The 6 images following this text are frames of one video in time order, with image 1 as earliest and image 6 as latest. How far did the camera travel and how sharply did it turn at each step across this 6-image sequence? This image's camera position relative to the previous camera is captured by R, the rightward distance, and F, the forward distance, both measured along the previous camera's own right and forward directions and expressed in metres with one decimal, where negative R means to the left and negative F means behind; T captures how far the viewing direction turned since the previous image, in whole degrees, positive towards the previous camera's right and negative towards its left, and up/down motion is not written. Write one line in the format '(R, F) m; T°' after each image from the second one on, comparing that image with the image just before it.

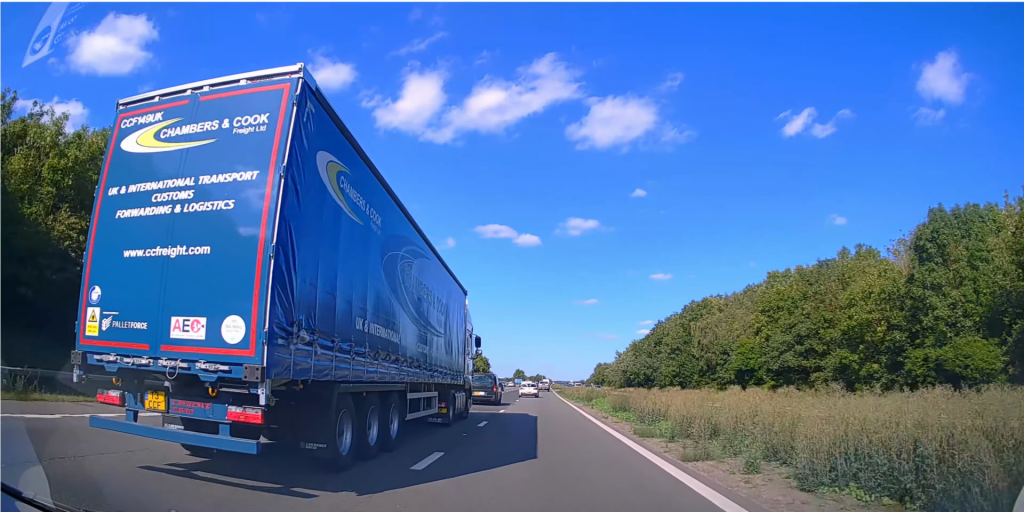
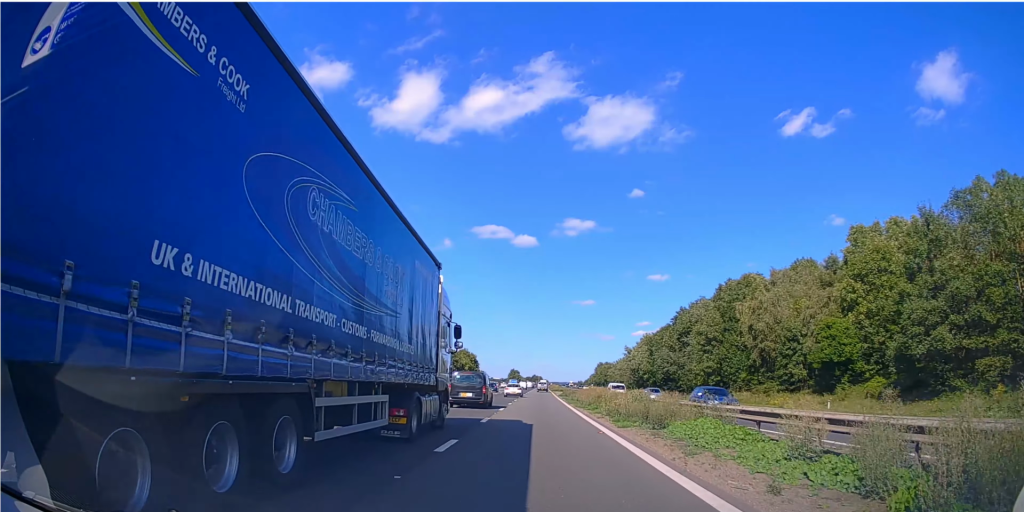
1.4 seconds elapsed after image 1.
(+0.1, +25.1) m; +1°
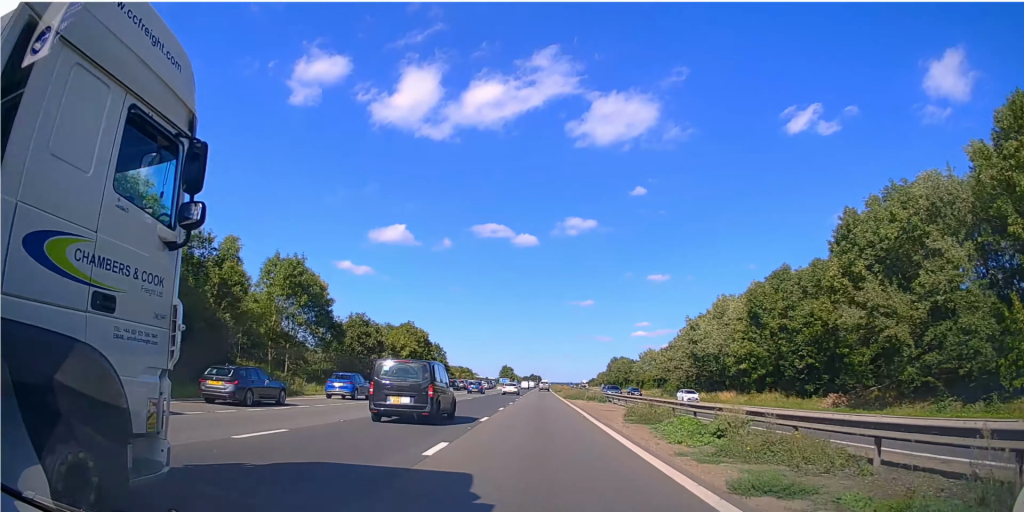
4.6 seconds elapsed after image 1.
(+0.3, +69.9) m; 0°
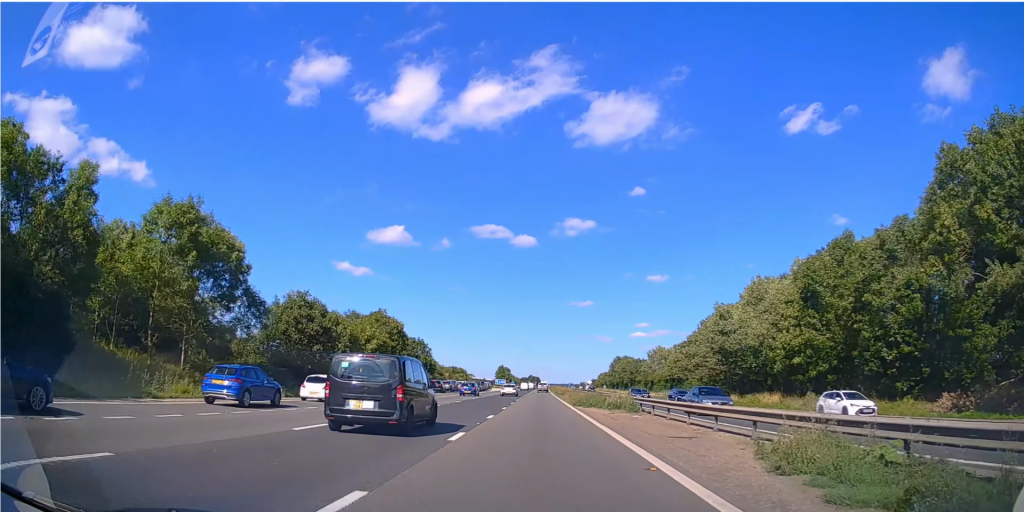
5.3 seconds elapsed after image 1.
(0.0, +17.5) m; 0°
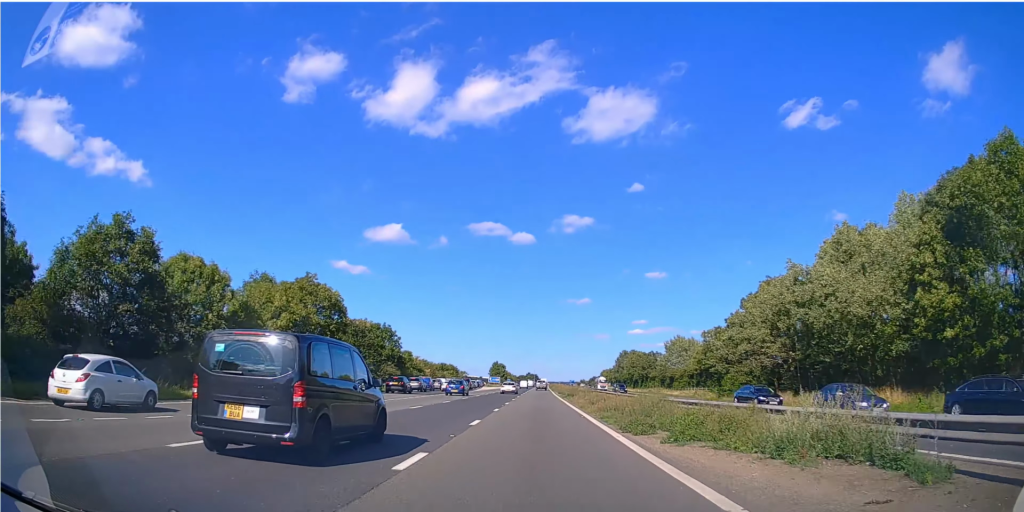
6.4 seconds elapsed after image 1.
(0.0, +25.6) m; 0°
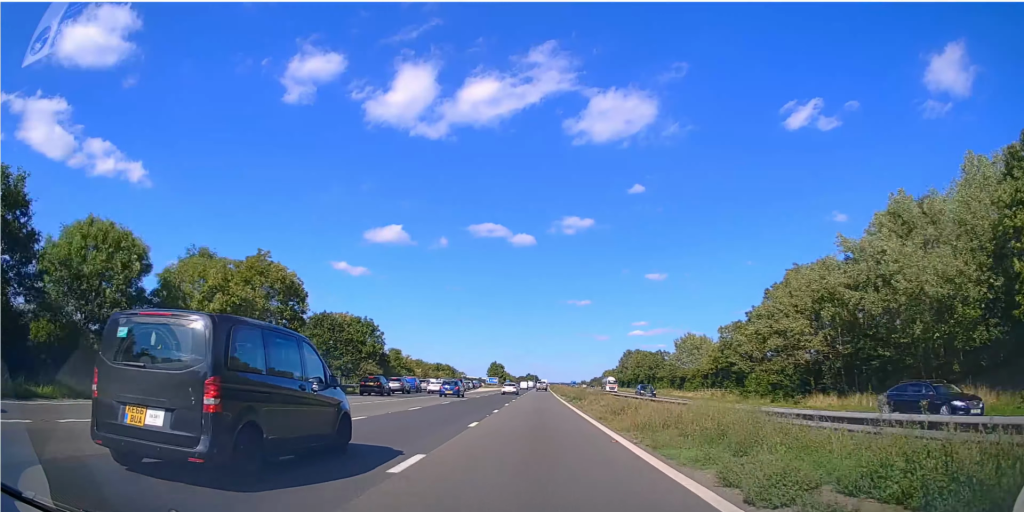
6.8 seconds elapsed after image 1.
(0.0, +9.6) m; 0°
